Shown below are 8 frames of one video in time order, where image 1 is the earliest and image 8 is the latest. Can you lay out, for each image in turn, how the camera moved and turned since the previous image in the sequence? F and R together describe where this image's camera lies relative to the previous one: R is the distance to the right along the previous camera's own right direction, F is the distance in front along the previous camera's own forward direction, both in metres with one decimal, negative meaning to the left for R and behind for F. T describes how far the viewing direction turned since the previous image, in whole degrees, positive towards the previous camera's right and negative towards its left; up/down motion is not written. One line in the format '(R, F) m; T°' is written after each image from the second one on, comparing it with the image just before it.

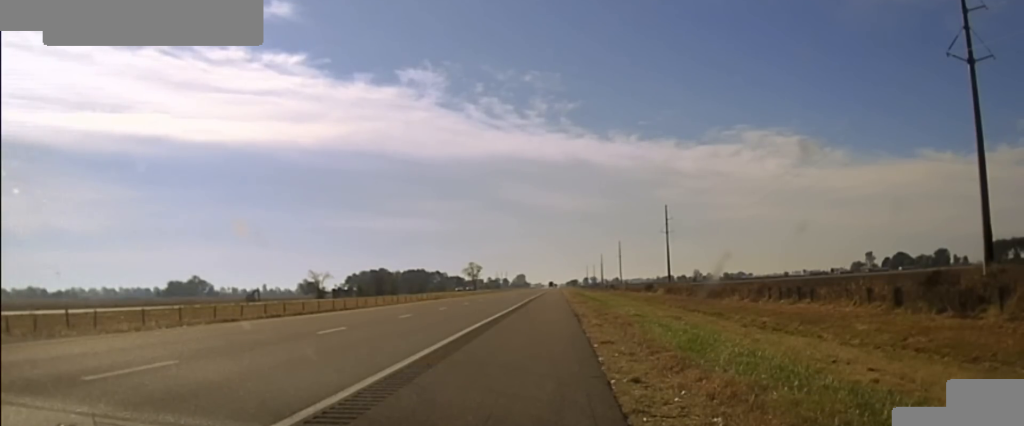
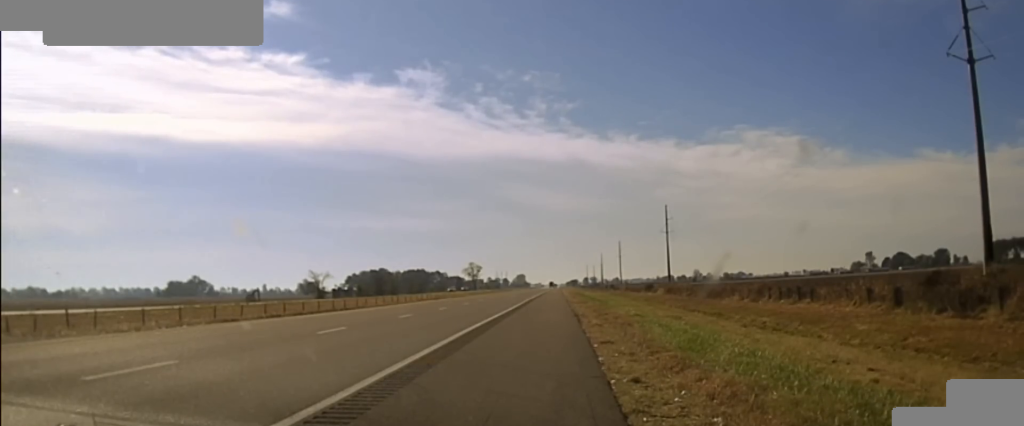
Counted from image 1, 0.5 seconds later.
(0.0, 0.0) m; 0°
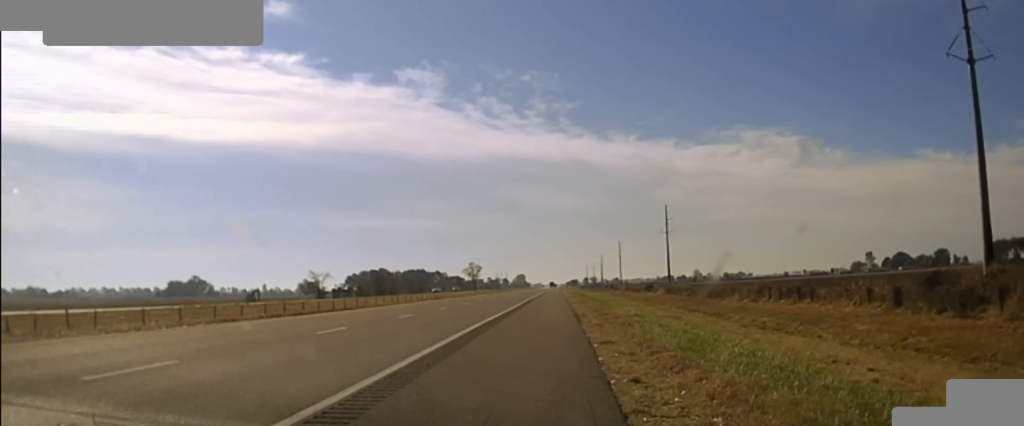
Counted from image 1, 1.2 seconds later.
(0.0, 0.0) m; 0°
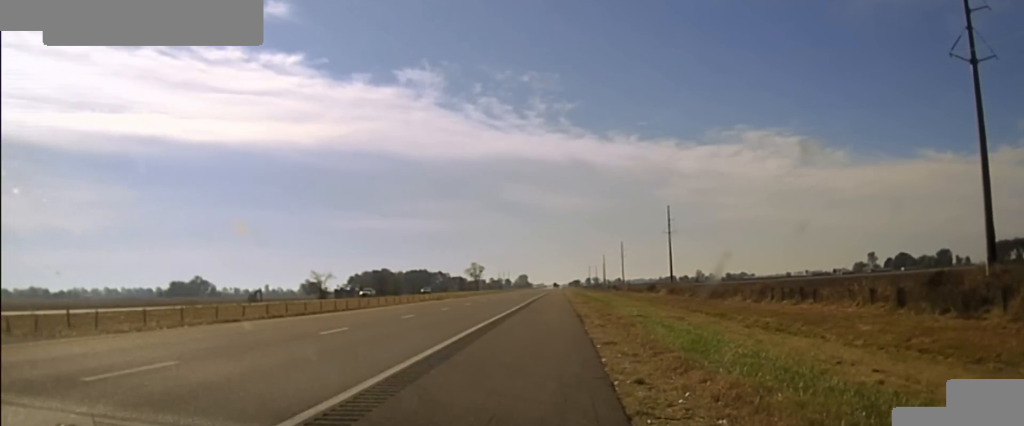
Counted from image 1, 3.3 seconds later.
(0.0, +0.1) m; 0°
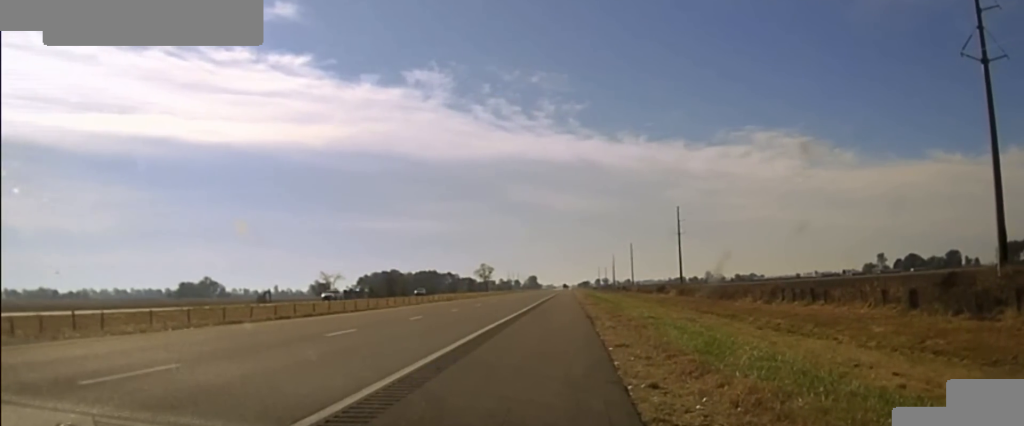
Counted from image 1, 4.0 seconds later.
(+0.1, +0.5) m; 0°
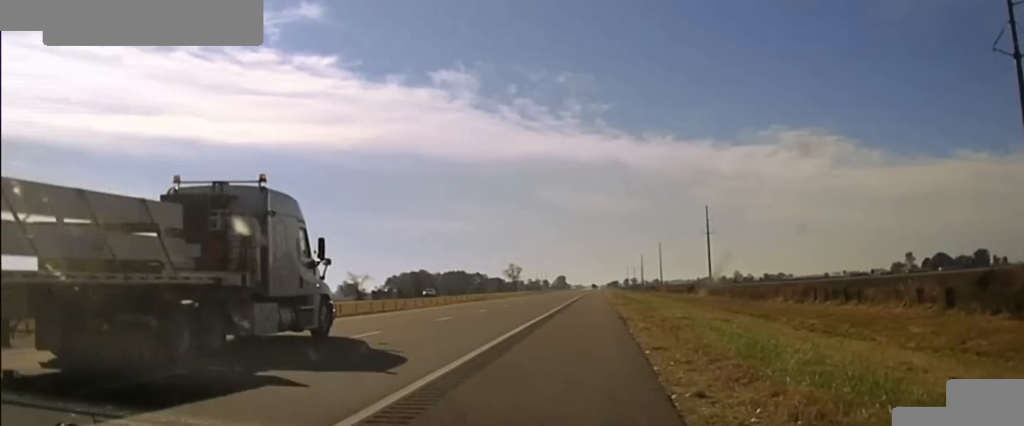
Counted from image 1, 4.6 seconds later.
(-0.1, +1.2) m; -10°
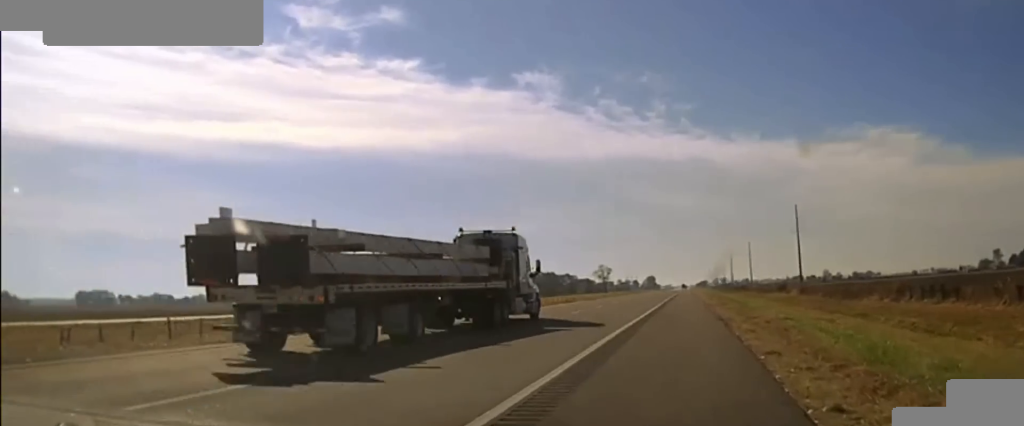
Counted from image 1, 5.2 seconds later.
(+0.1, +1.3) m; -12°
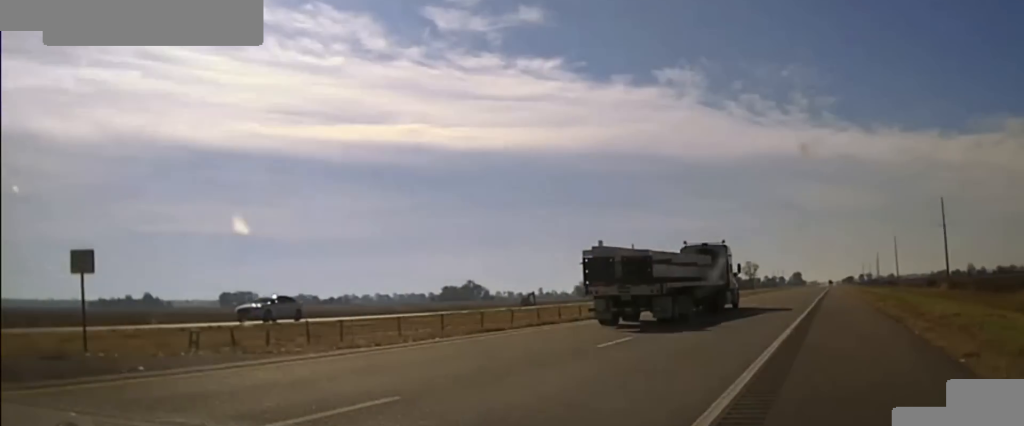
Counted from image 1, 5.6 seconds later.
(-0.4, +1.4) m; -7°
